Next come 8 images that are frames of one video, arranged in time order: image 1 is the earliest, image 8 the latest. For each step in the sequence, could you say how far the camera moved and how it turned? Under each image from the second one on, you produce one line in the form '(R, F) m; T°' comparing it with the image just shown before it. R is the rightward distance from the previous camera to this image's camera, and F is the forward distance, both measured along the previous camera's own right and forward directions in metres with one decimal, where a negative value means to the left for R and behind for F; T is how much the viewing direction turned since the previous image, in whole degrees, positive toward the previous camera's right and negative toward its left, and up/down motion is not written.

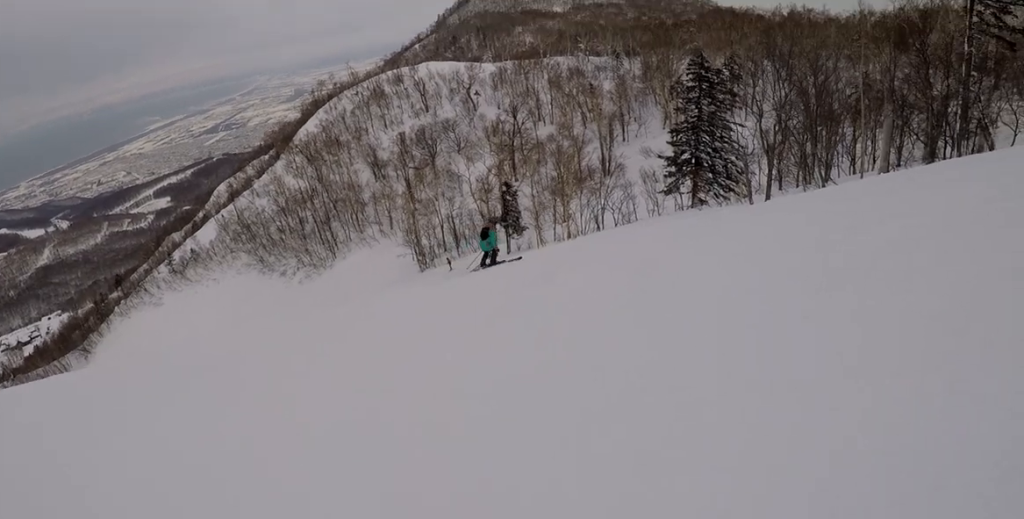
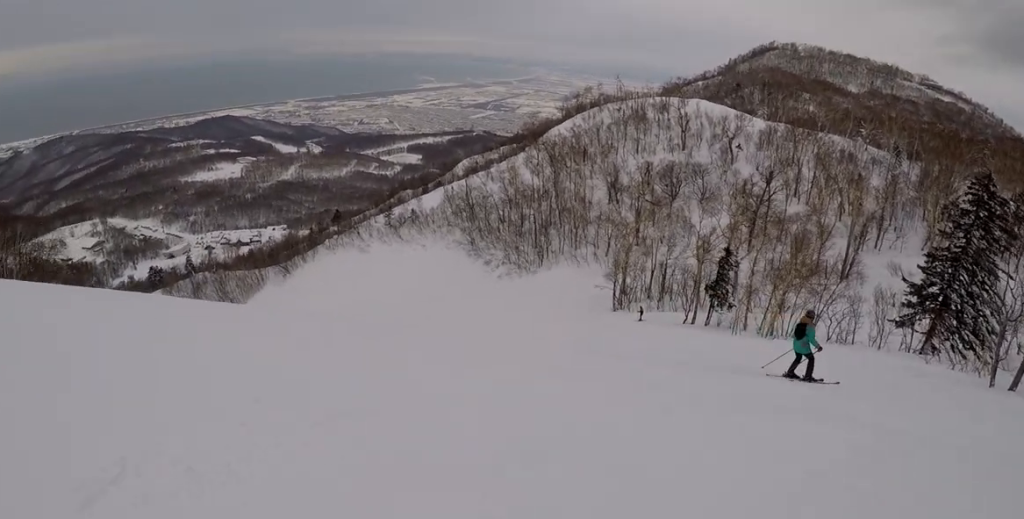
(+0.7, +6.0) m; -2°
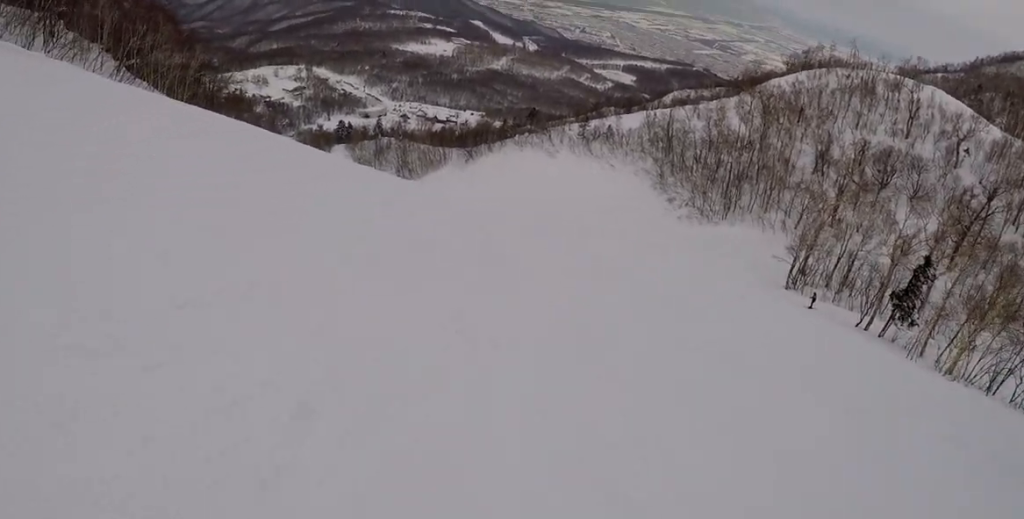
(-0.5, +3.8) m; -18°
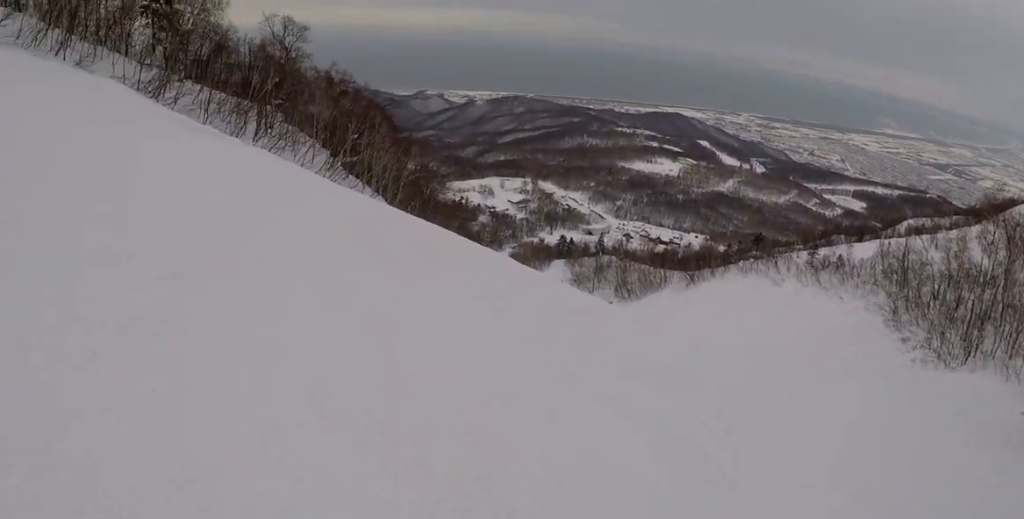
(-0.4, +3.3) m; -22°
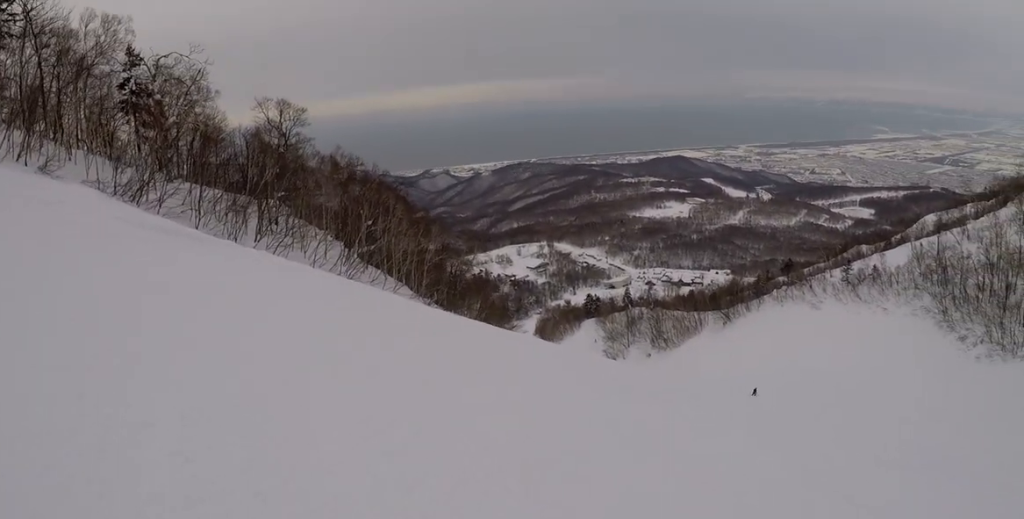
(-2.4, +5.2) m; -45°
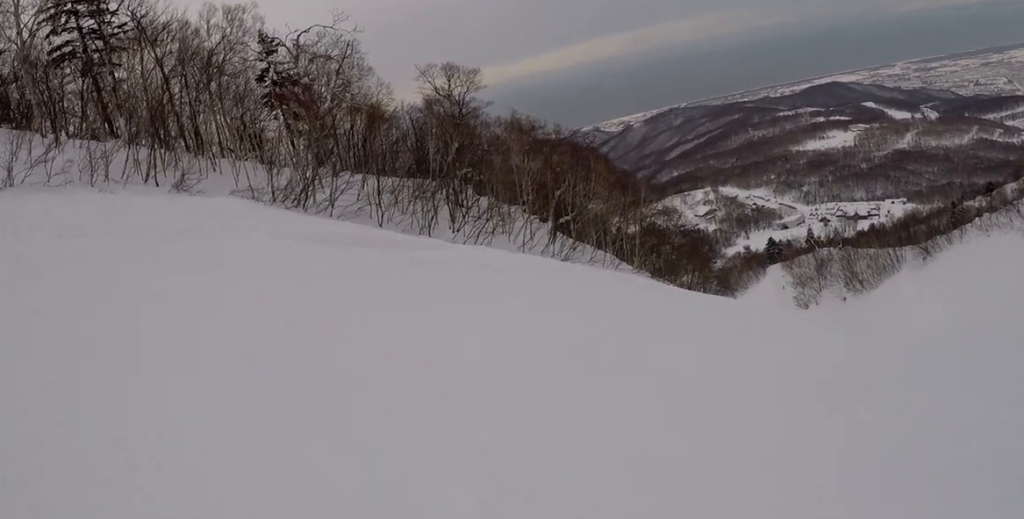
(-2.2, +9.5) m; -1°
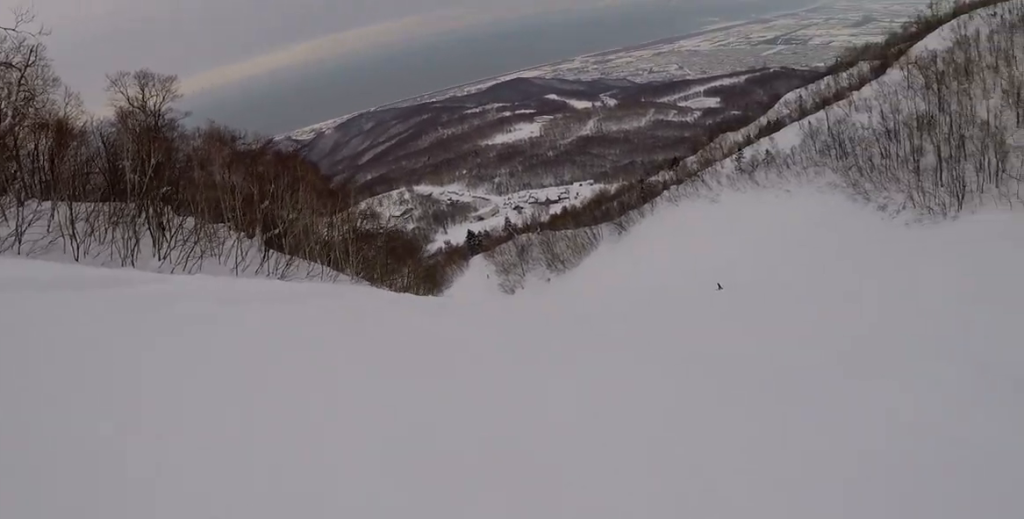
(+0.2, +3.1) m; +11°
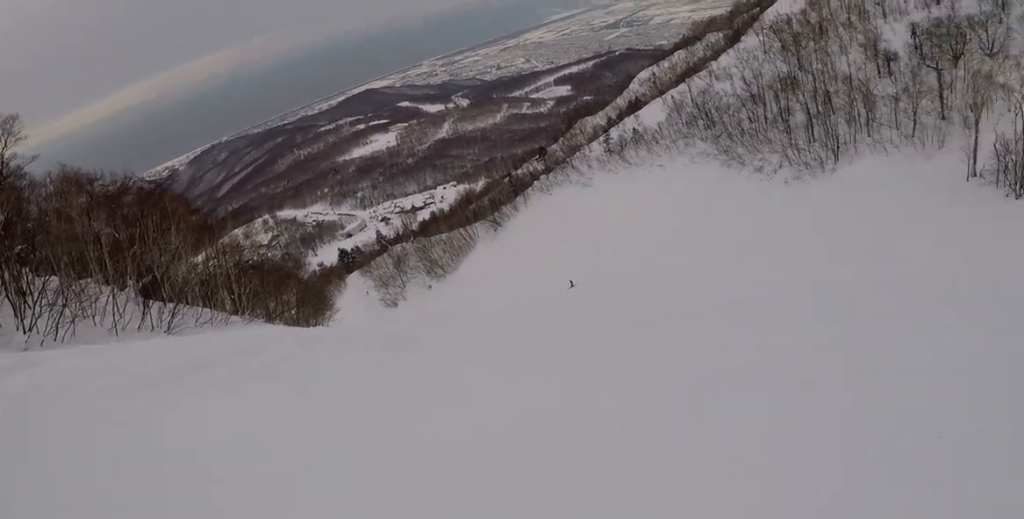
(+0.7, +4.9) m; +29°
